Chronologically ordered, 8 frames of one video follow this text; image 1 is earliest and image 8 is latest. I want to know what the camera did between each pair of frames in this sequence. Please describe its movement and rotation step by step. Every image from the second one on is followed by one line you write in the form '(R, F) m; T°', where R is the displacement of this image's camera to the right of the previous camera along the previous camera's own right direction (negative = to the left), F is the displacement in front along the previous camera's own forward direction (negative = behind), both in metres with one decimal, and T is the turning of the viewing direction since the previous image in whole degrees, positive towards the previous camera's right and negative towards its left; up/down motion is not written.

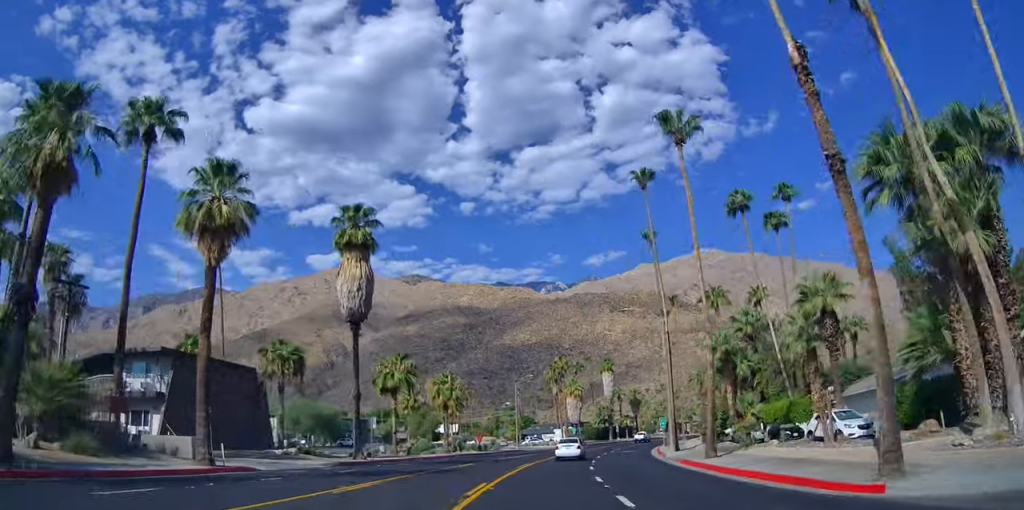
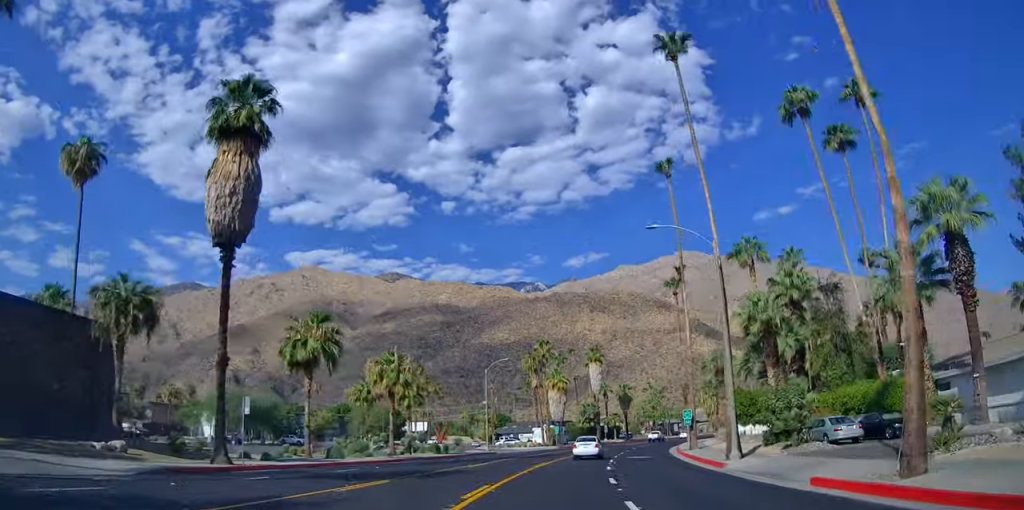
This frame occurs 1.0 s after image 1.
(+0.1, +16.3) m; 0°
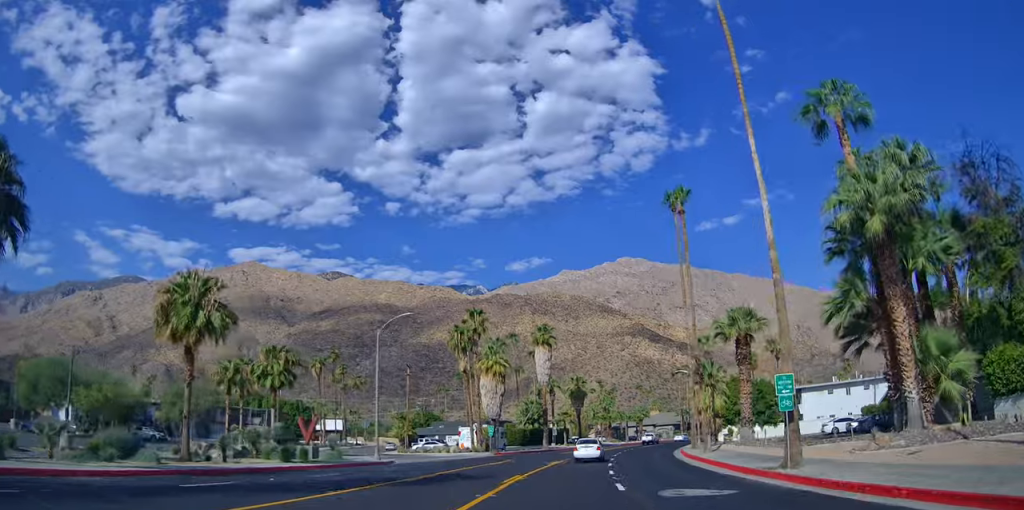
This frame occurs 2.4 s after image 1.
(0.0, +24.2) m; 0°
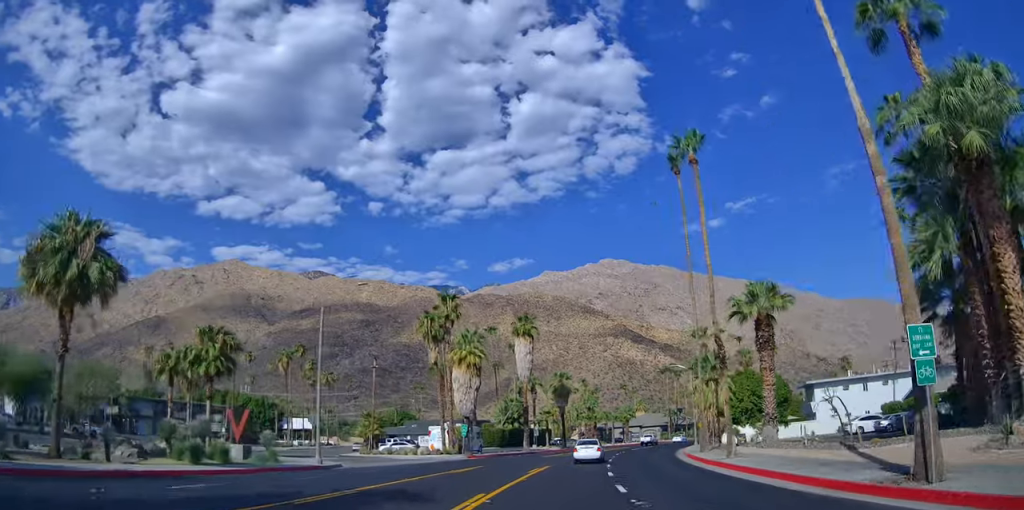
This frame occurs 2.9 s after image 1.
(0.0, +7.8) m; 0°
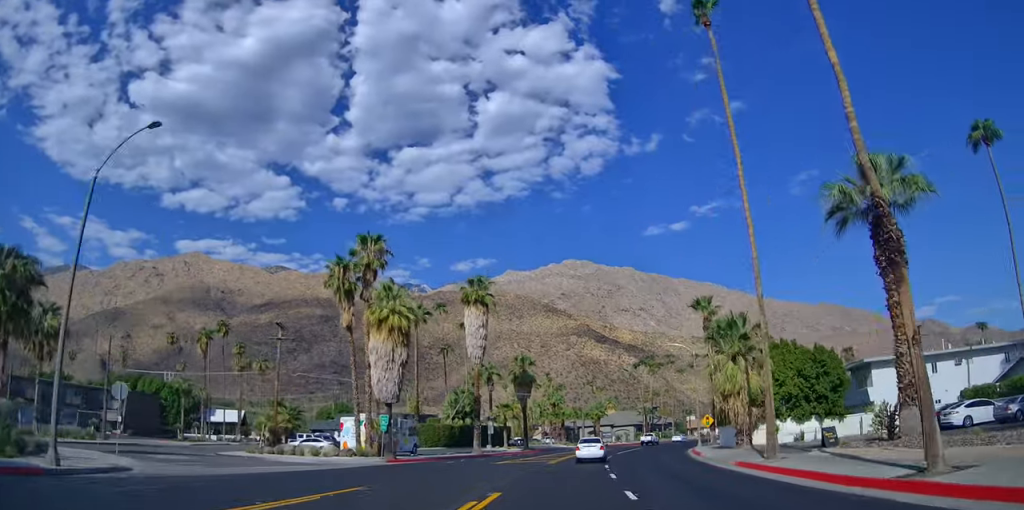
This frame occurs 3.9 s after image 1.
(0.0, +17.7) m; +4°
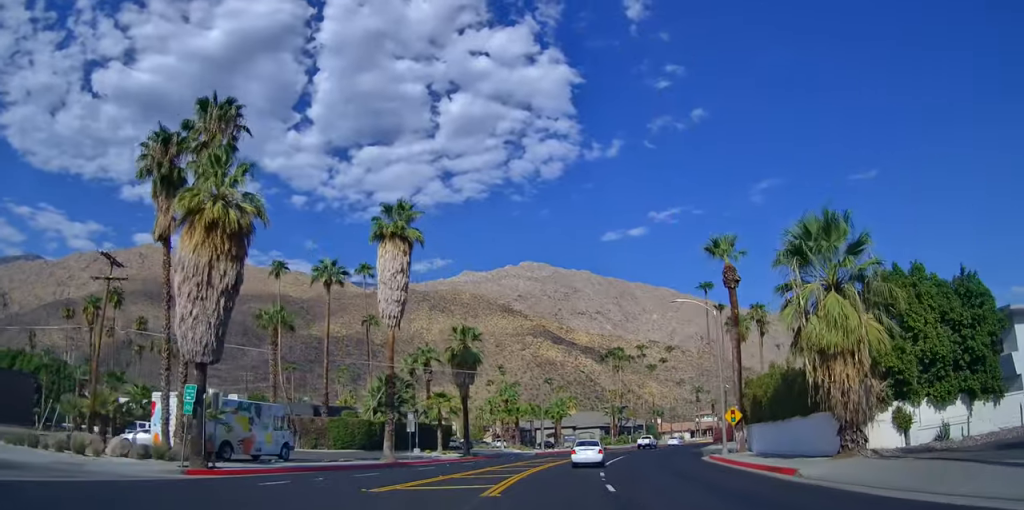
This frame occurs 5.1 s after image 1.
(+1.7, +19.1) m; +7°
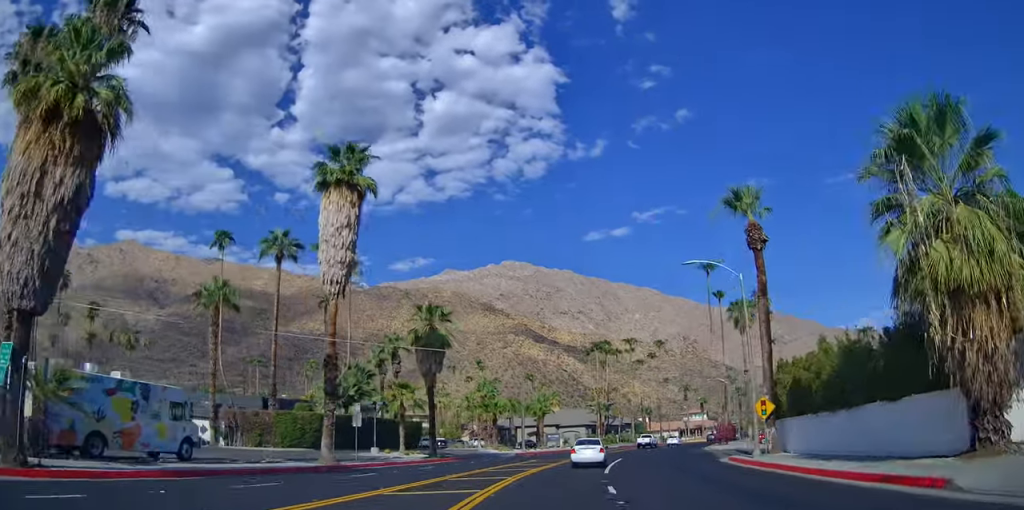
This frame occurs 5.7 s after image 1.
(0.0, +8.4) m; +1°
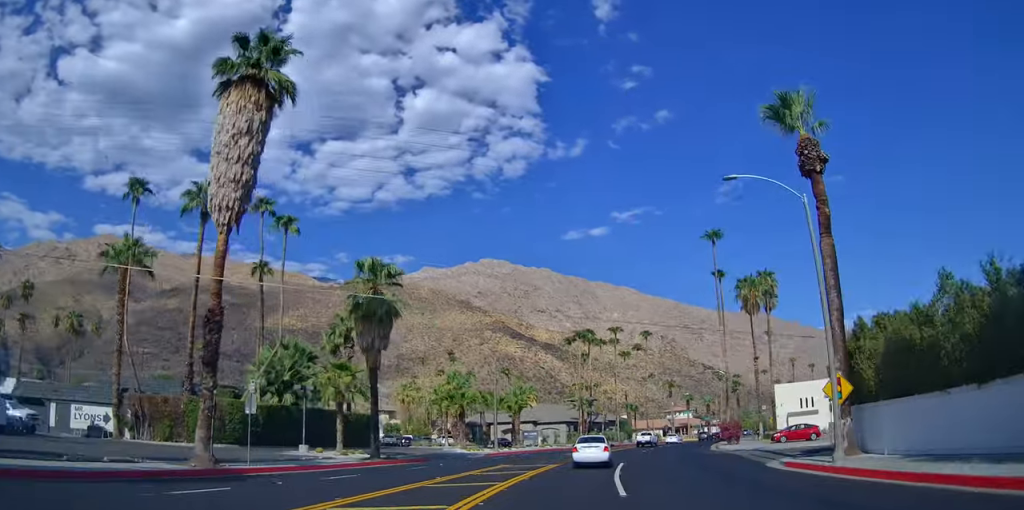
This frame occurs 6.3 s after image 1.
(0.0, +10.4) m; +2°
